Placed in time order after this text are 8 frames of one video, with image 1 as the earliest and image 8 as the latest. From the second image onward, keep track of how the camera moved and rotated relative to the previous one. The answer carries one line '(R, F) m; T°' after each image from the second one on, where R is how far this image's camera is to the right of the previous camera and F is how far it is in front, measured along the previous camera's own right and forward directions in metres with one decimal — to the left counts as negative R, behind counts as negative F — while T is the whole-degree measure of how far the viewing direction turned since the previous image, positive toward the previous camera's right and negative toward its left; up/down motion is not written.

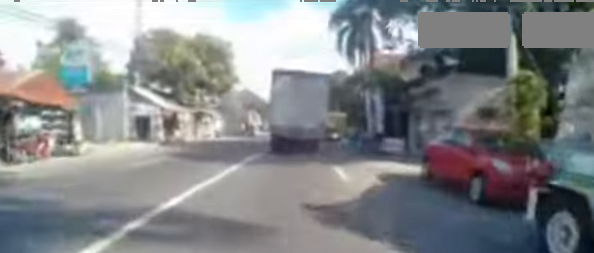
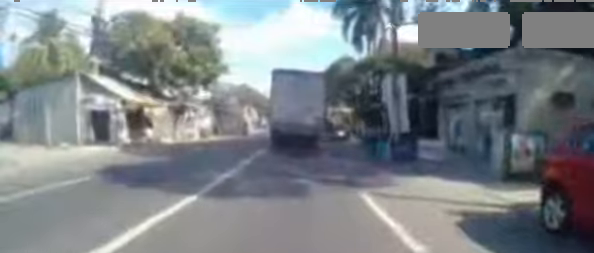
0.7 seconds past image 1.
(0.0, +4.6) m; -2°
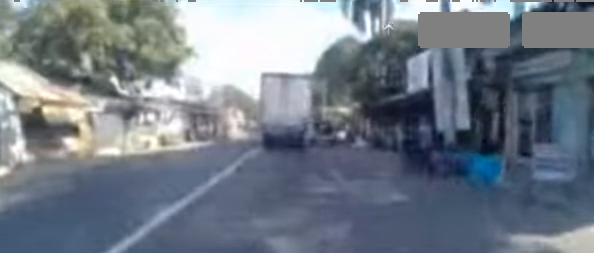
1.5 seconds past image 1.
(-0.1, +6.0) m; -2°
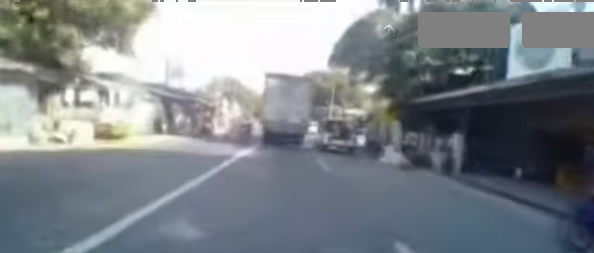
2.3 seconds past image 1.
(-0.2, +5.9) m; +1°
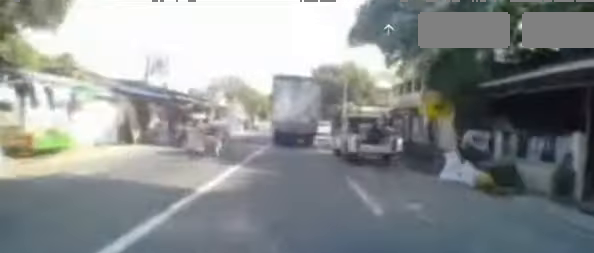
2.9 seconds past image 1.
(+0.3, +4.8) m; +2°
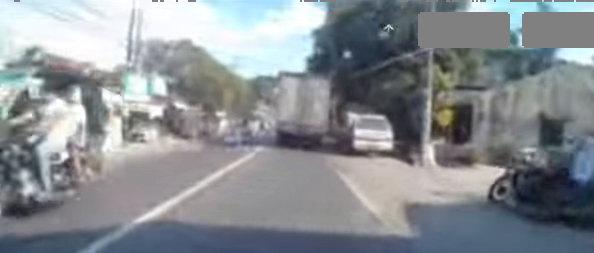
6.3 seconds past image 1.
(+0.6, +26.6) m; +2°
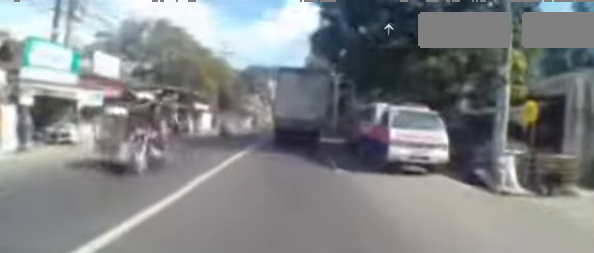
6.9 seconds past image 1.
(0.0, +5.3) m; 0°
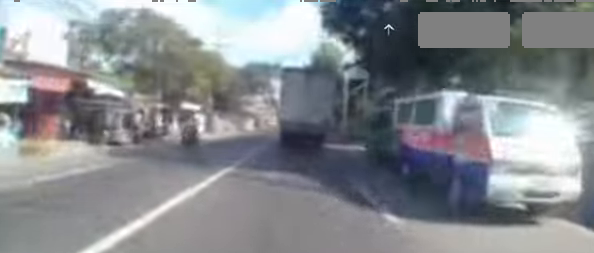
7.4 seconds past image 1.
(0.0, +3.7) m; +1°
